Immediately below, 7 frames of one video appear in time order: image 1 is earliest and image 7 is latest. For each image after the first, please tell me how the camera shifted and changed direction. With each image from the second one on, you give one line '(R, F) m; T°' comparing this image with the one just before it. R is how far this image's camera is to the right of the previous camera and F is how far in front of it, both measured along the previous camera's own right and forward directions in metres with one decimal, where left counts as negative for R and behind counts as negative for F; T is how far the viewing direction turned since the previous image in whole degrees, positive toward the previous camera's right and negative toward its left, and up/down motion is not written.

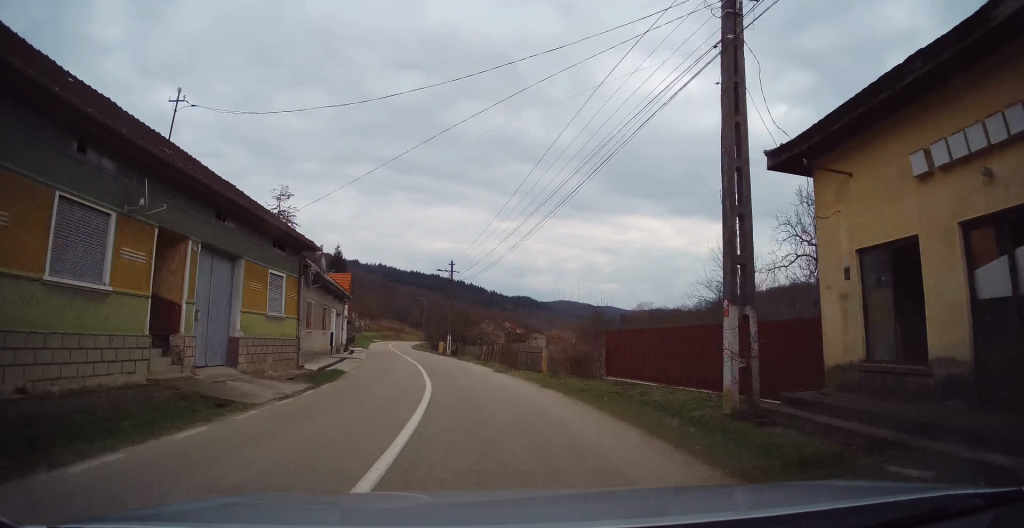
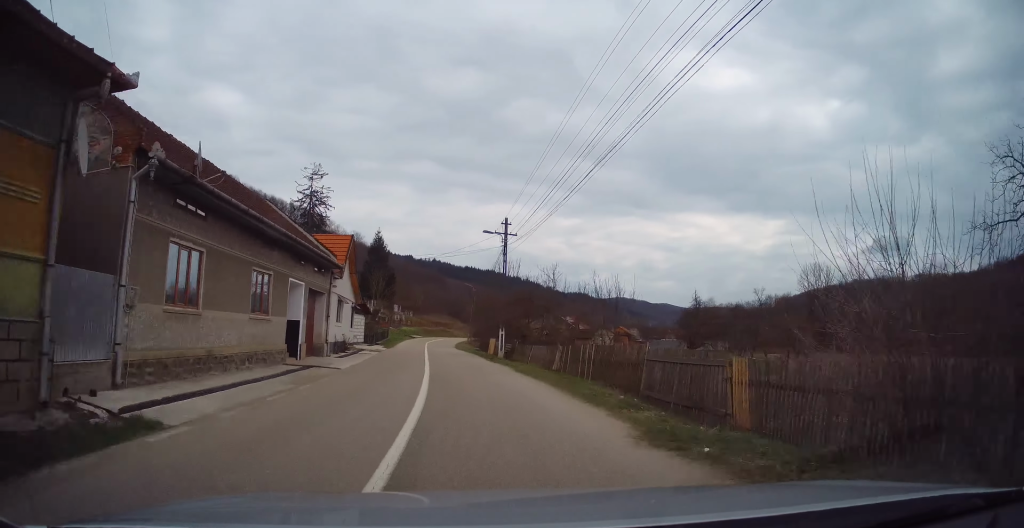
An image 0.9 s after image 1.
(-0.3, +15.0) m; -4°
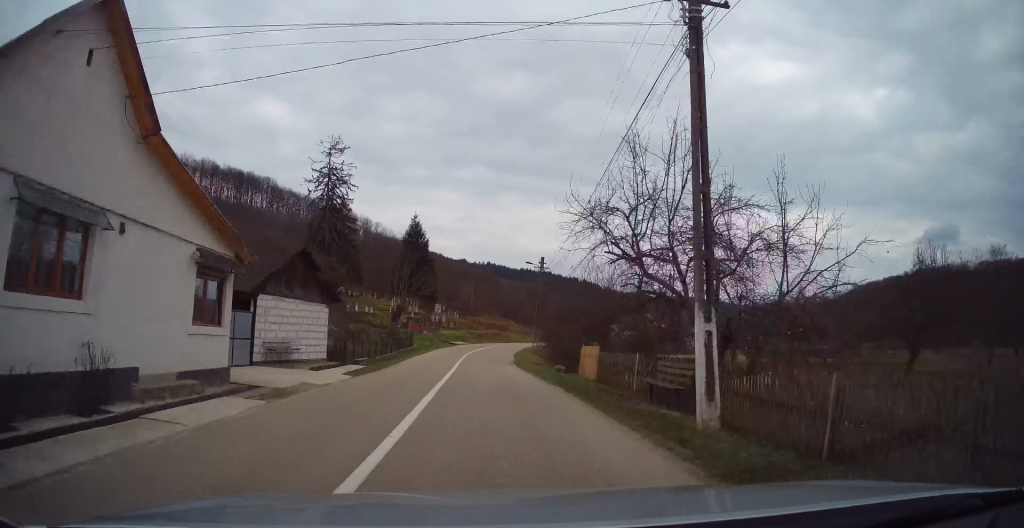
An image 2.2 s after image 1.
(-1.1, +22.9) m; -4°
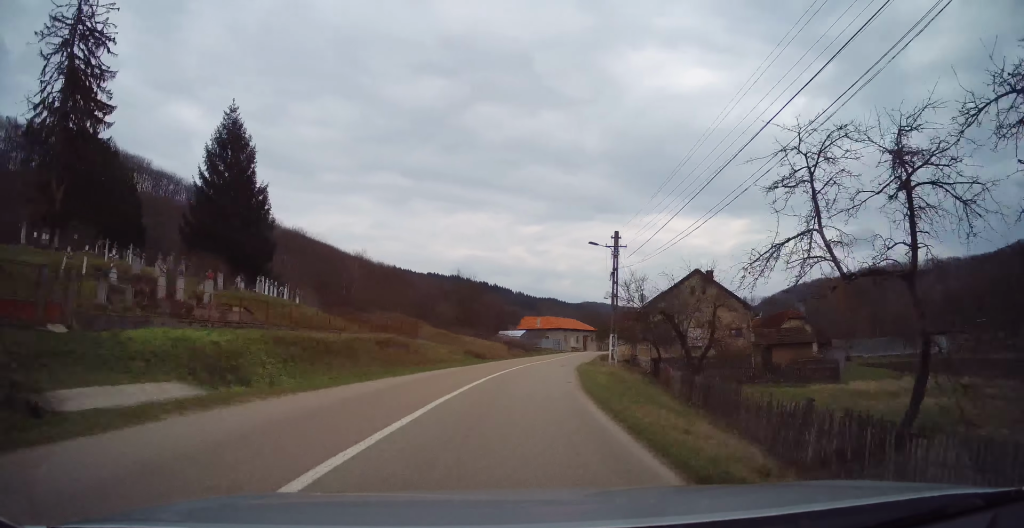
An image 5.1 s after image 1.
(+0.2, +51.5) m; +8°
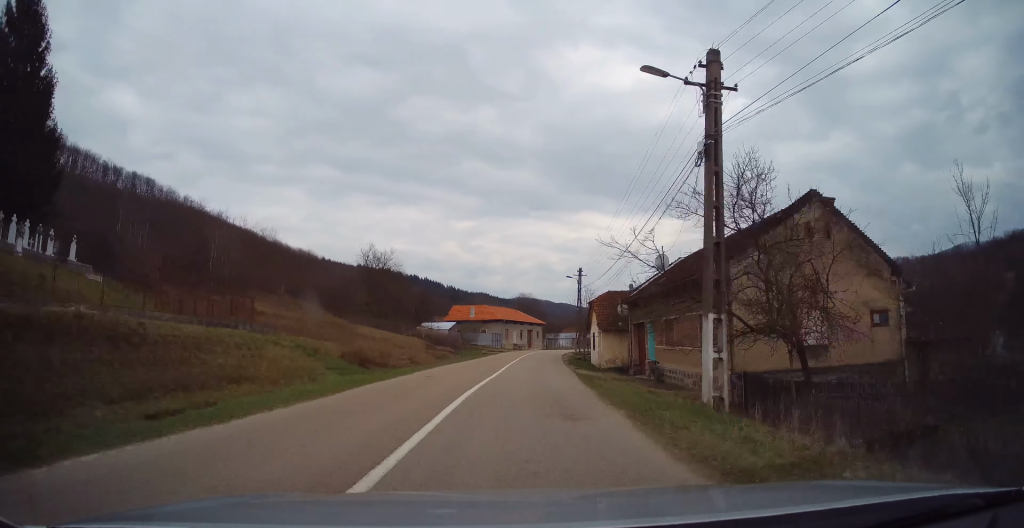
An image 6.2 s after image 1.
(+1.6, +21.2) m; +7°
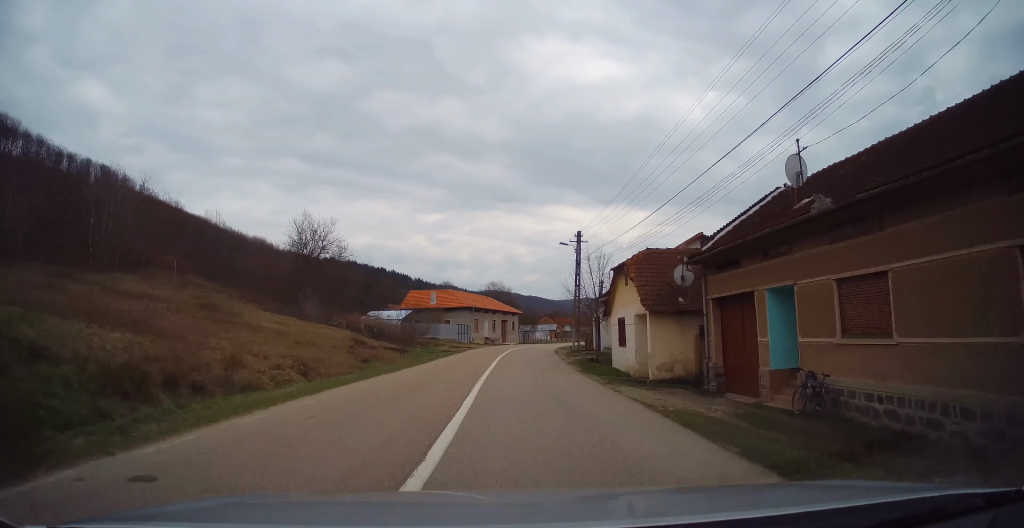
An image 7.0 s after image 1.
(+0.5, +14.7) m; +4°
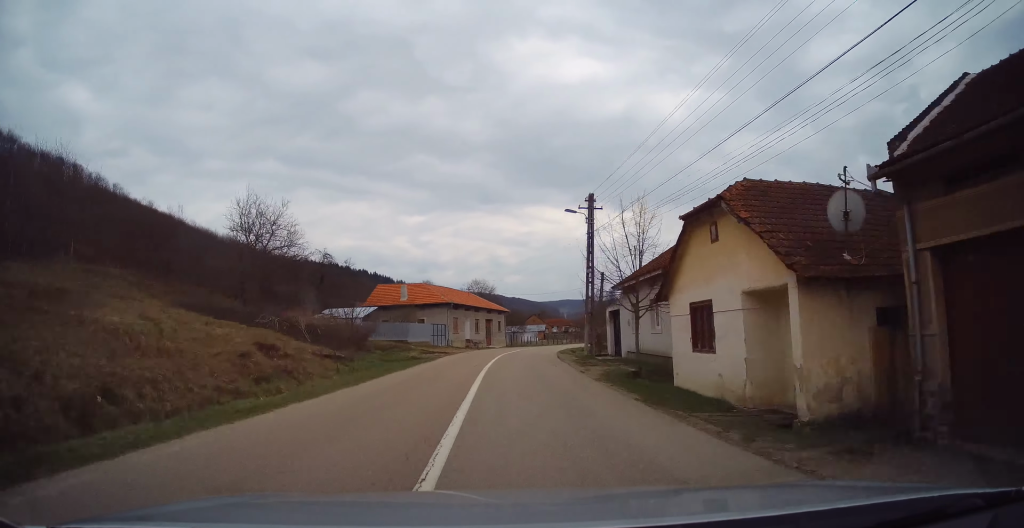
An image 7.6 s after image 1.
(+0.2, +9.9) m; +2°
